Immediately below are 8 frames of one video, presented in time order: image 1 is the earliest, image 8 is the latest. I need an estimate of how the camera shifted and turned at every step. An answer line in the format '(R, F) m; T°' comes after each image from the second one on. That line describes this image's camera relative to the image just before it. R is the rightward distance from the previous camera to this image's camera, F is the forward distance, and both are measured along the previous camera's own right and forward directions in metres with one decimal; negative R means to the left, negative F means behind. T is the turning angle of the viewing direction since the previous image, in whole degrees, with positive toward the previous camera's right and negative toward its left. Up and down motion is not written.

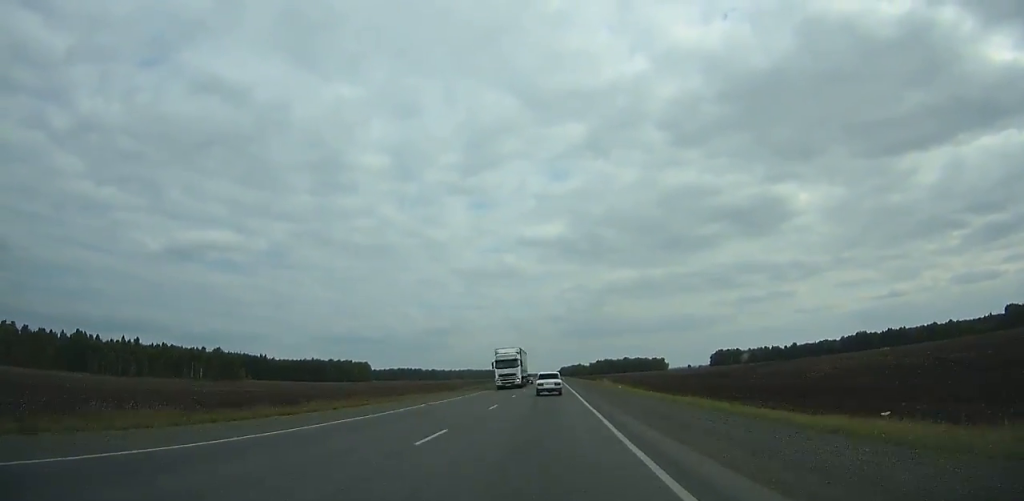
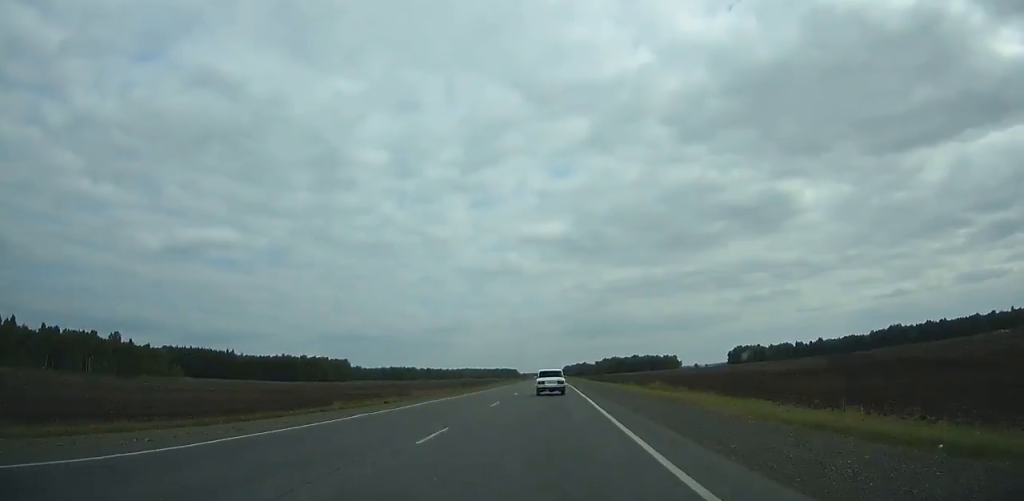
(0.0, +72.1) m; 0°
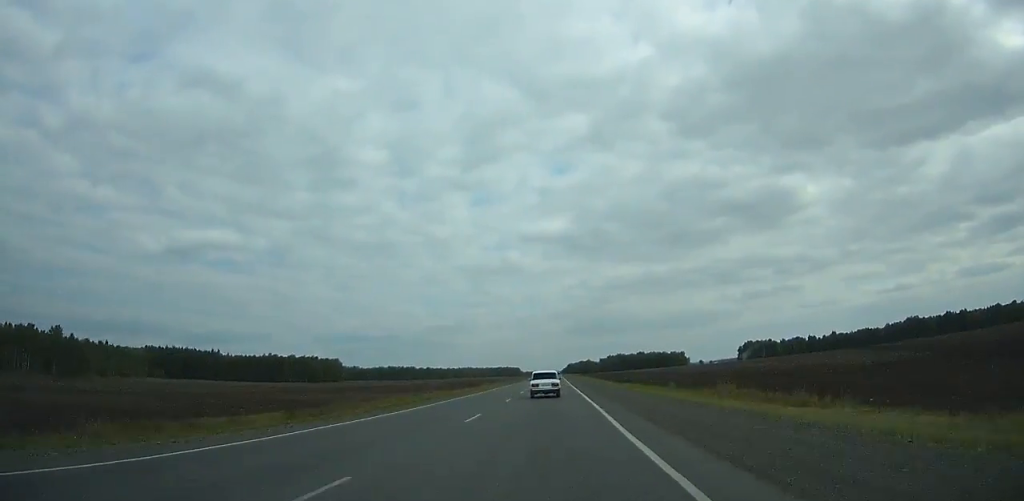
(0.0, +30.2) m; 0°
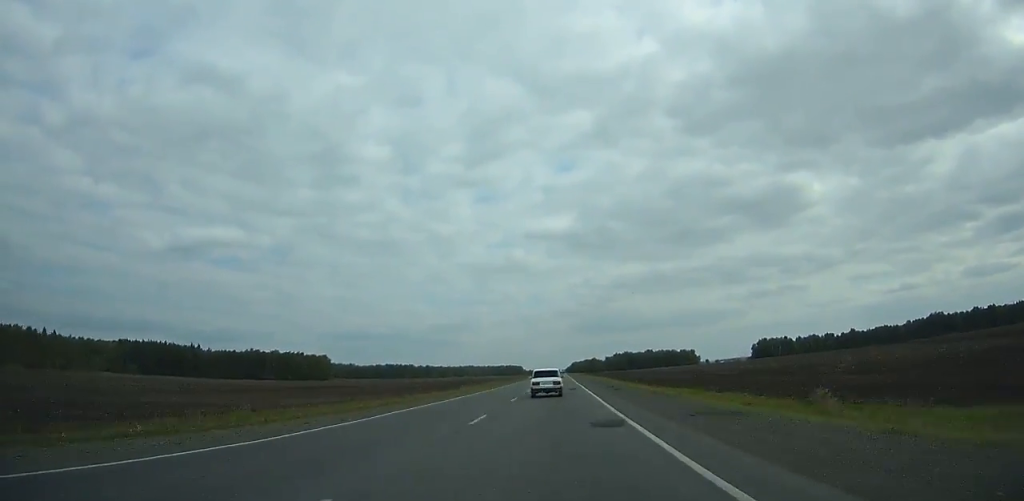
(0.0, +37.0) m; 0°
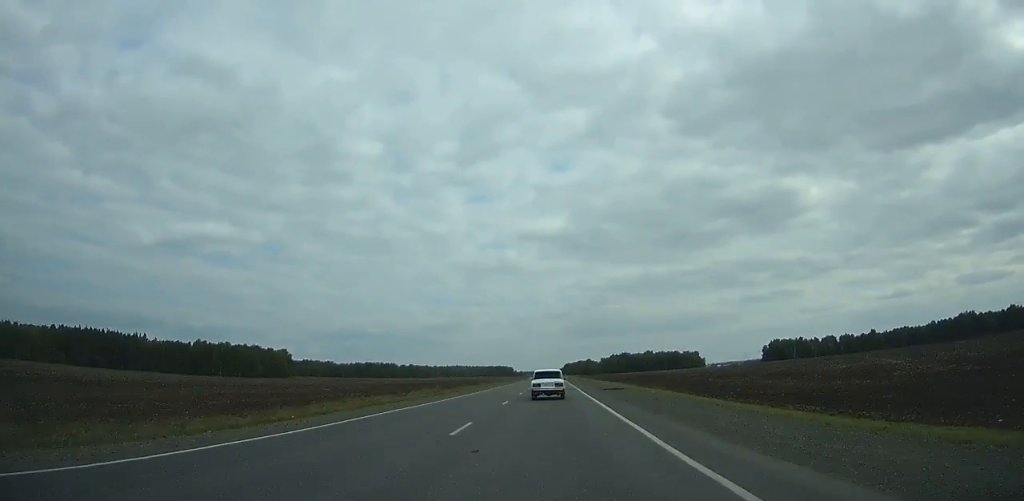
(-0.1, +62.0) m; 0°
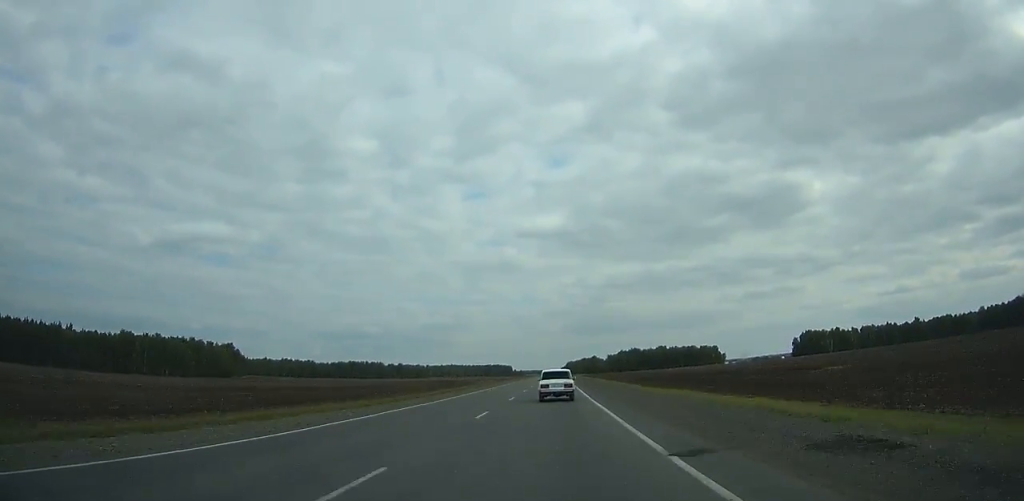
(+0.1, +79.4) m; 0°
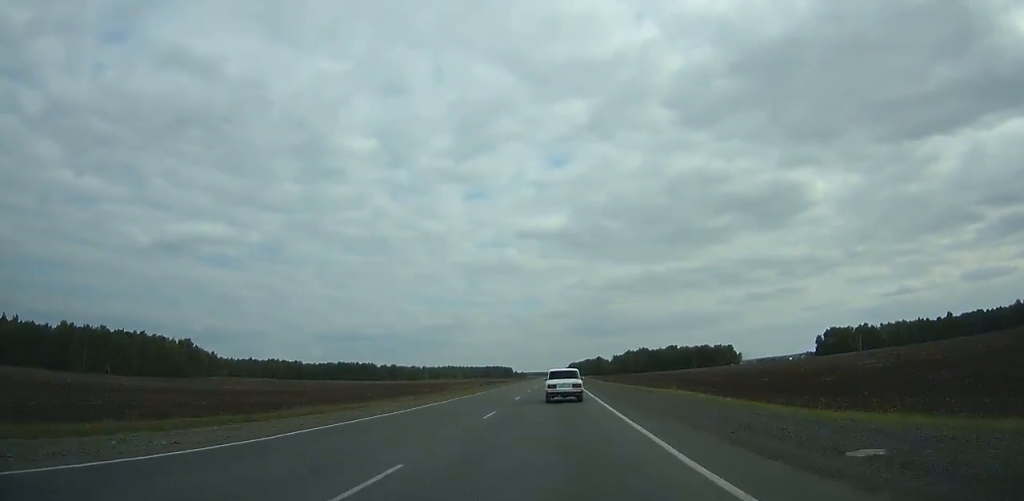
(-0.1, +47.4) m; 0°
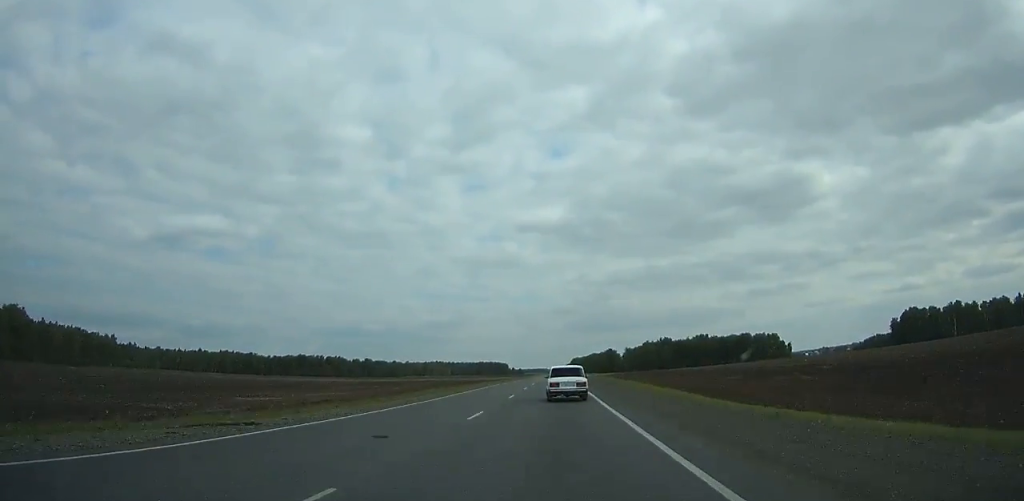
(0.0, +123.5) m; -1°
